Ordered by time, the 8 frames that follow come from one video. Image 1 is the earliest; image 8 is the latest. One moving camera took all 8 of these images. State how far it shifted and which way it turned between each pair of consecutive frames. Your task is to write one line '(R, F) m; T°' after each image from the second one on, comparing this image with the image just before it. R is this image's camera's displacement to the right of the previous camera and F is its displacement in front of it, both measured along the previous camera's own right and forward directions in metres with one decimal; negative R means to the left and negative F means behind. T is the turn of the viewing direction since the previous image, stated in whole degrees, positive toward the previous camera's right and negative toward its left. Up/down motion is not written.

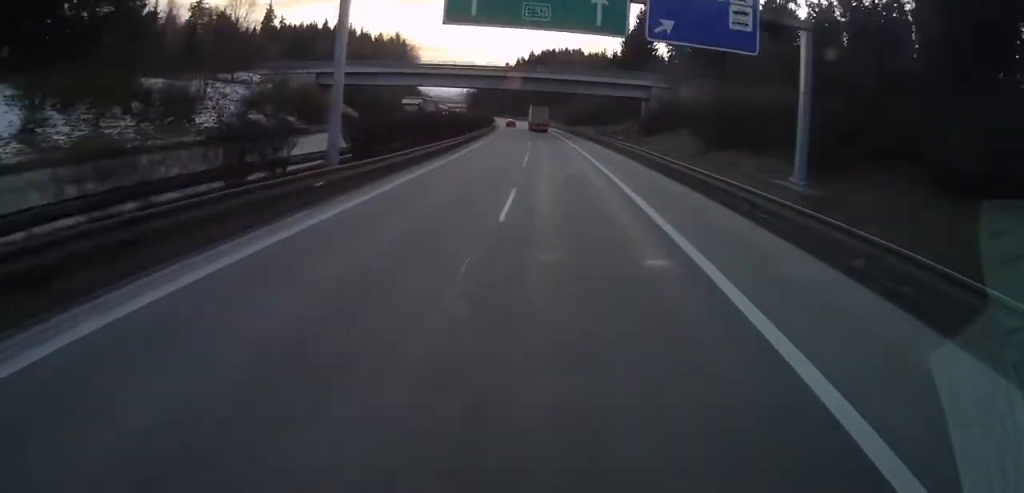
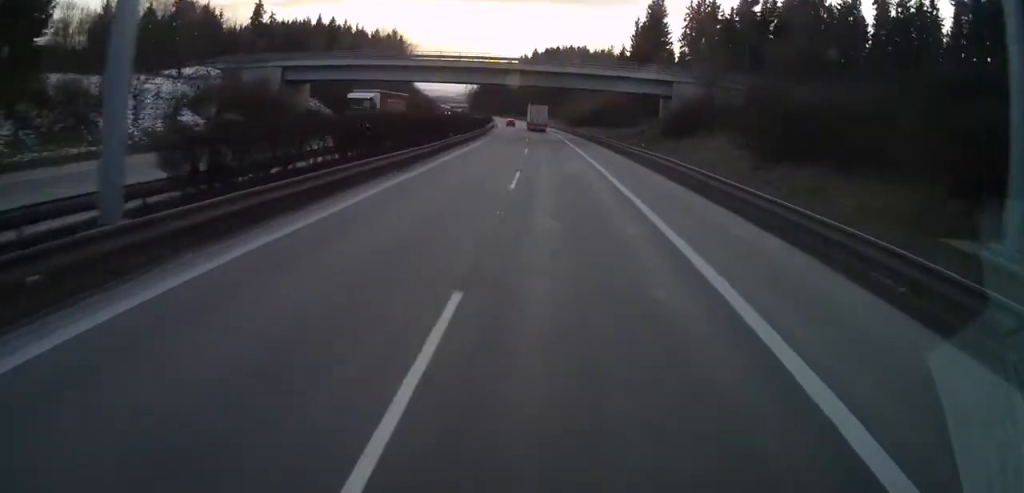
(0.0, +11.8) m; 0°
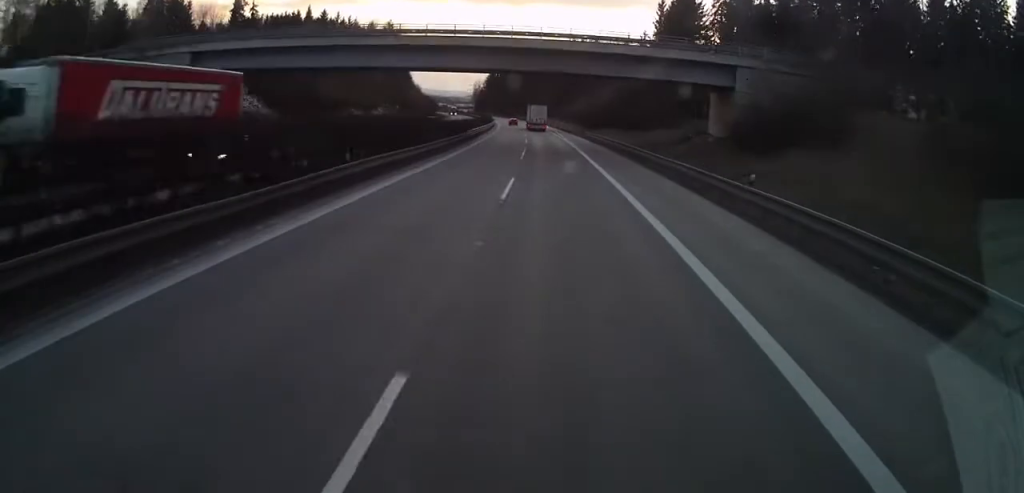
(0.0, +20.6) m; -1°
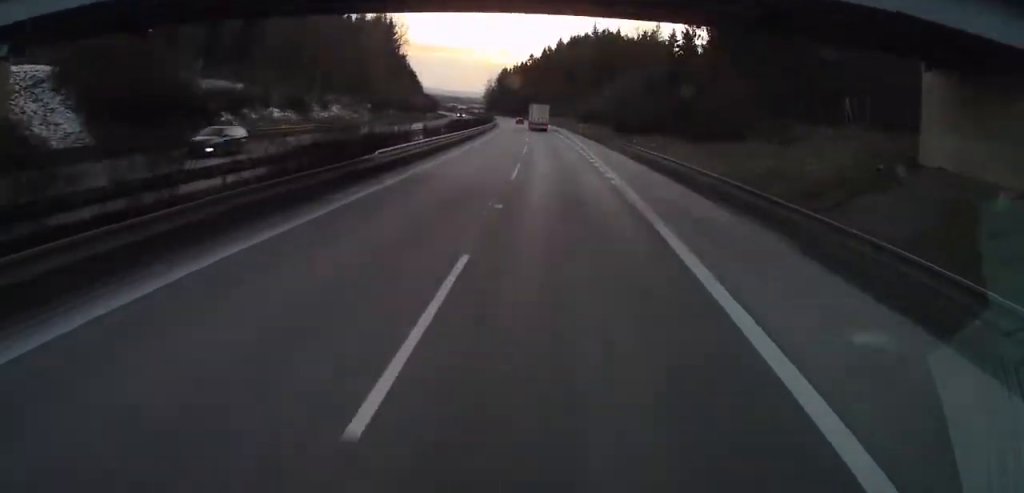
(-0.8, +31.1) m; -3°
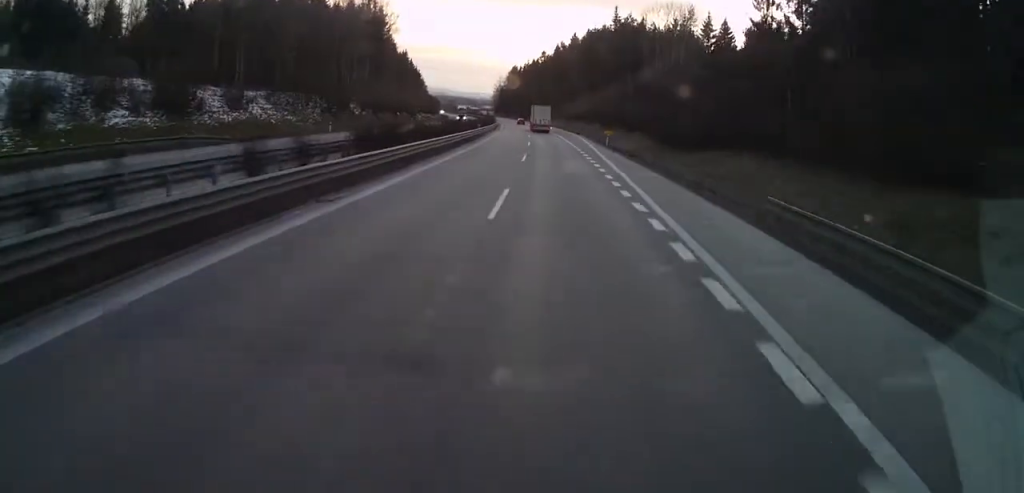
(-0.5, +26.6) m; -1°
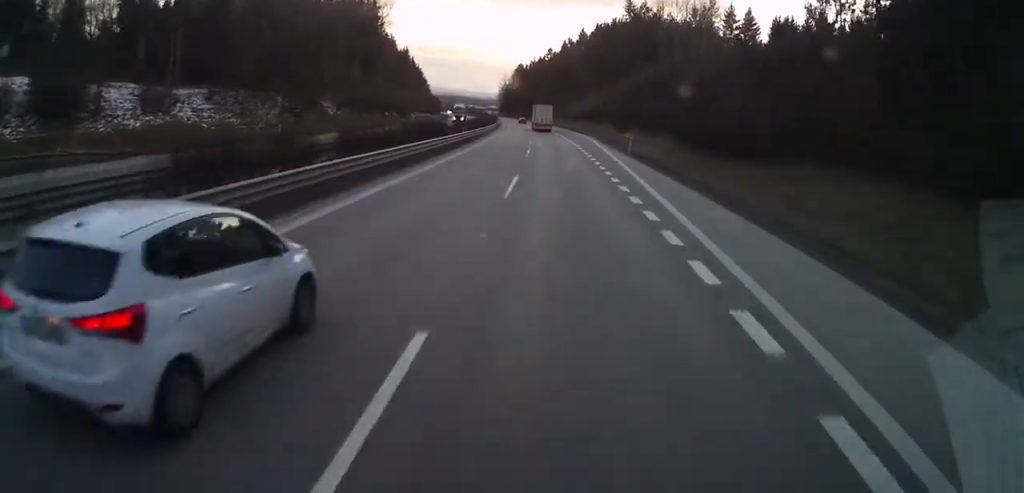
(0.0, +13.7) m; 0°
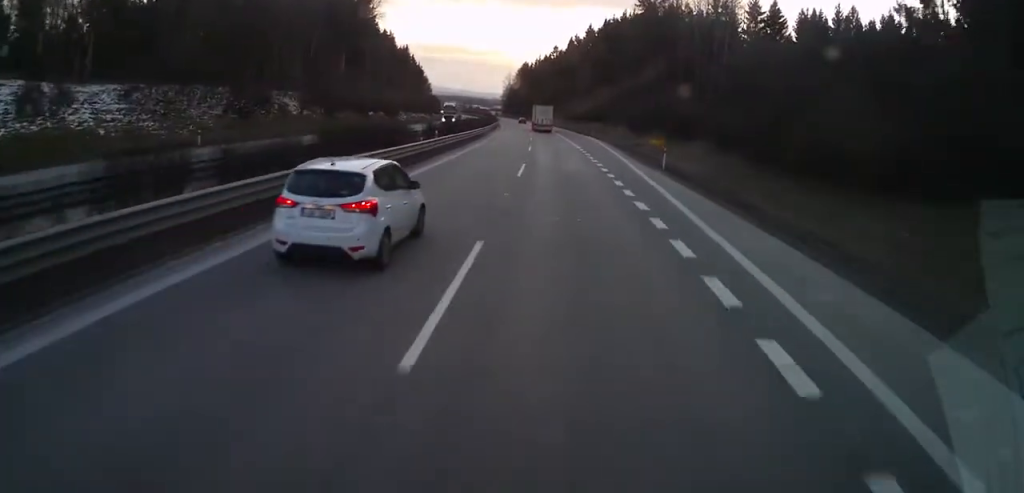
(0.0, +12.8) m; -1°
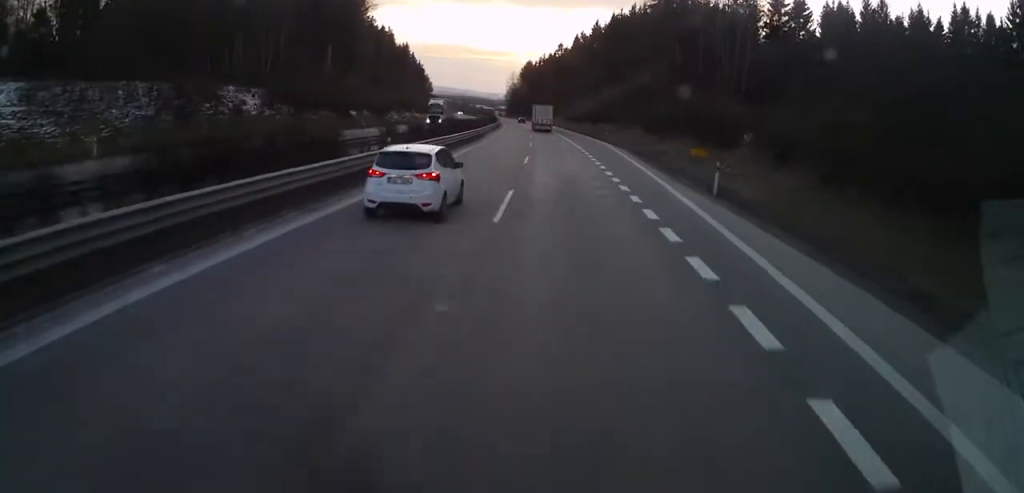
(0.0, +10.4) m; 0°
